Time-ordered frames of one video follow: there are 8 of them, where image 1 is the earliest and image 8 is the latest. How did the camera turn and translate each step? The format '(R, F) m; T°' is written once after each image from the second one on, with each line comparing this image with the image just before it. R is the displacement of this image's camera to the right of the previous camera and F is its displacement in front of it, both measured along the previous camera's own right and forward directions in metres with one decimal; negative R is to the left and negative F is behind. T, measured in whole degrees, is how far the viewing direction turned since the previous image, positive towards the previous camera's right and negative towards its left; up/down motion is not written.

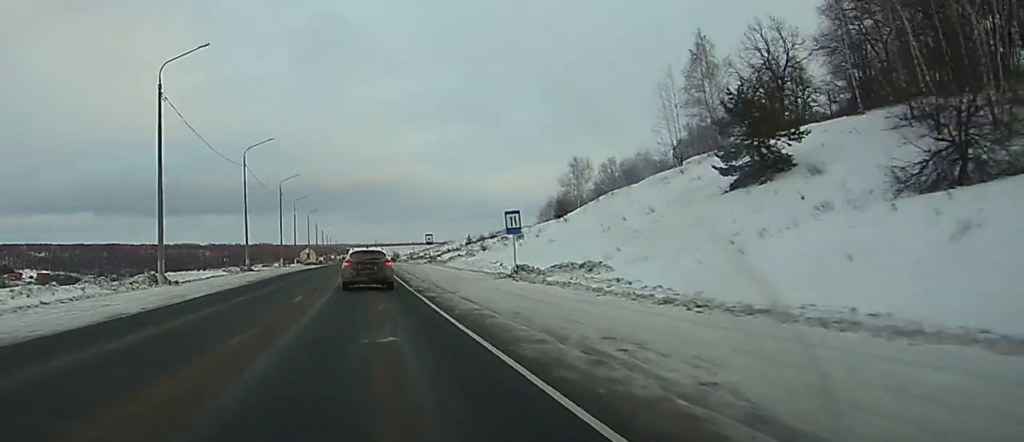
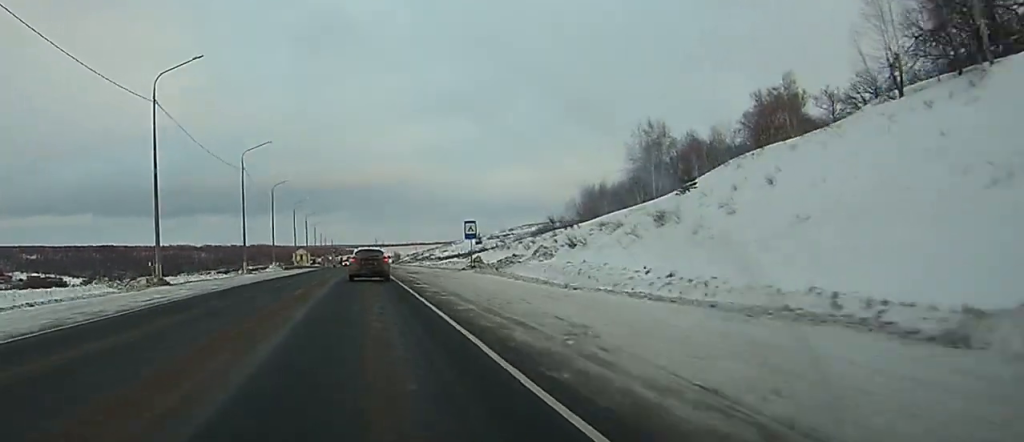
(-2.4, +34.5) m; -4°
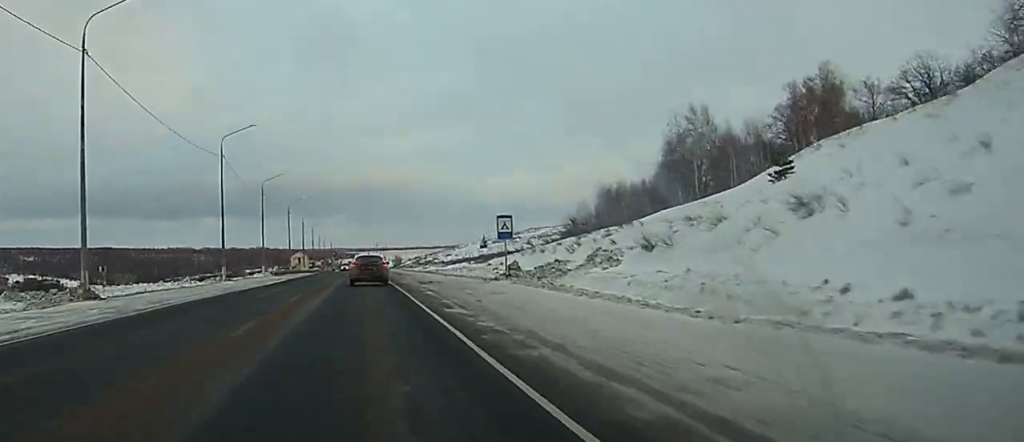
(+0.3, +12.9) m; +1°
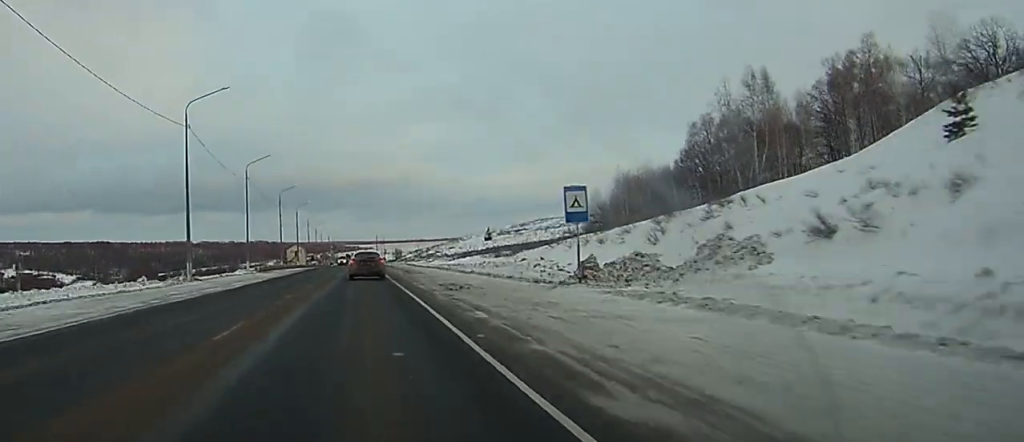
(+0.3, +13.9) m; +1°
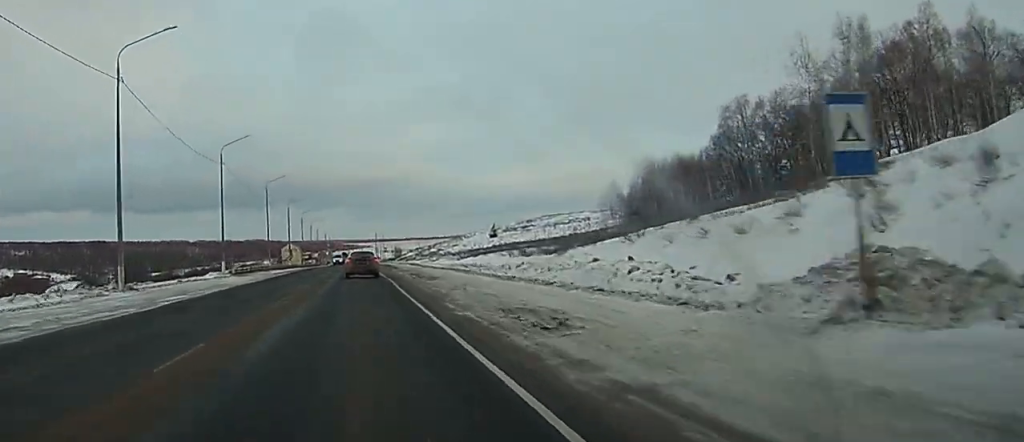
(+0.1, +15.7) m; +1°
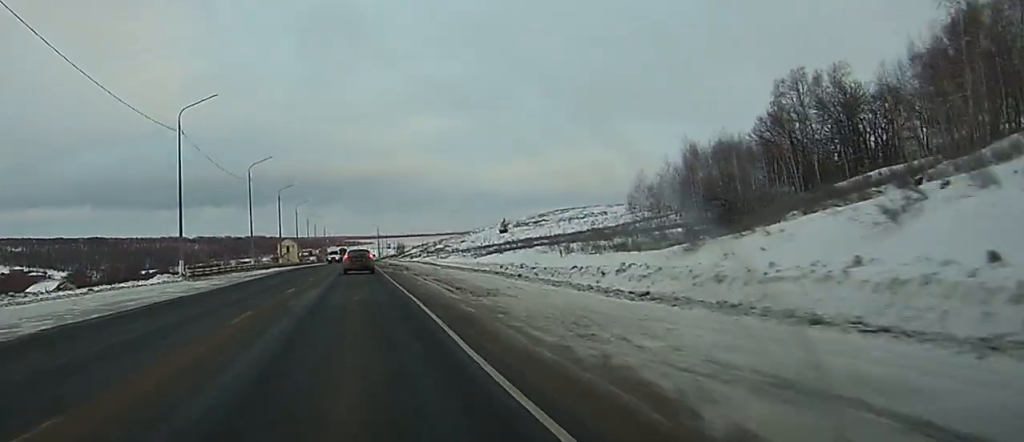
(0.0, +18.5) m; 0°
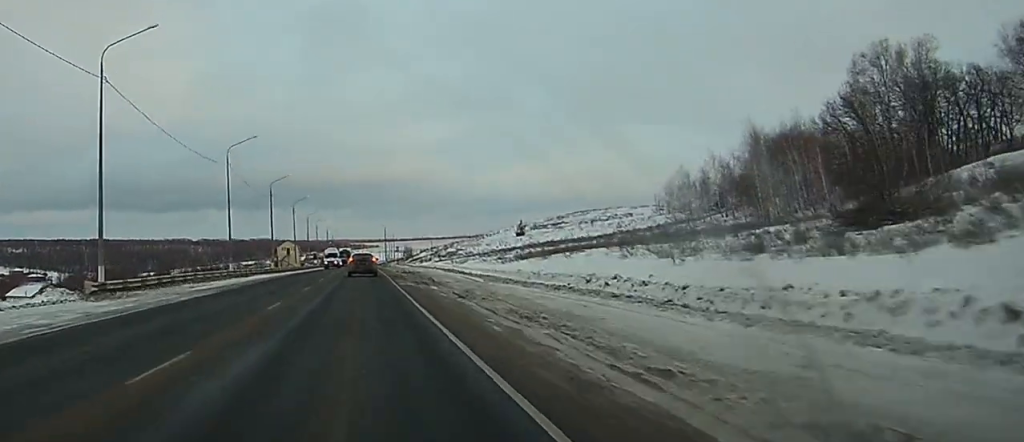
(+0.1, +19.1) m; 0°
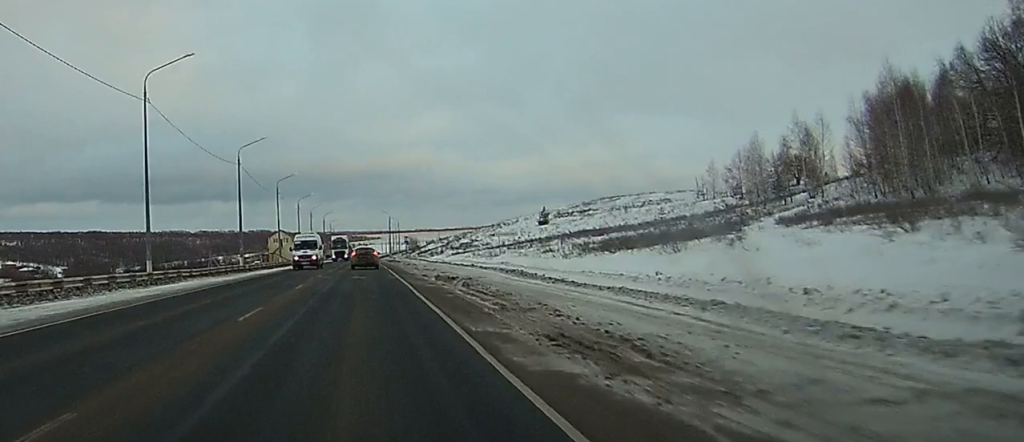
(0.0, +29.5) m; 0°
